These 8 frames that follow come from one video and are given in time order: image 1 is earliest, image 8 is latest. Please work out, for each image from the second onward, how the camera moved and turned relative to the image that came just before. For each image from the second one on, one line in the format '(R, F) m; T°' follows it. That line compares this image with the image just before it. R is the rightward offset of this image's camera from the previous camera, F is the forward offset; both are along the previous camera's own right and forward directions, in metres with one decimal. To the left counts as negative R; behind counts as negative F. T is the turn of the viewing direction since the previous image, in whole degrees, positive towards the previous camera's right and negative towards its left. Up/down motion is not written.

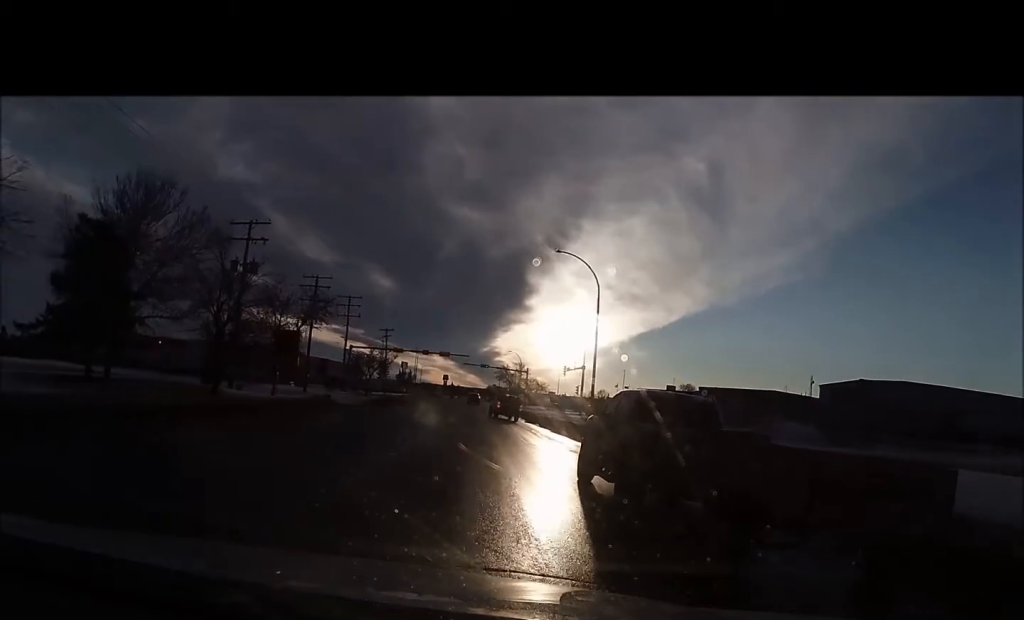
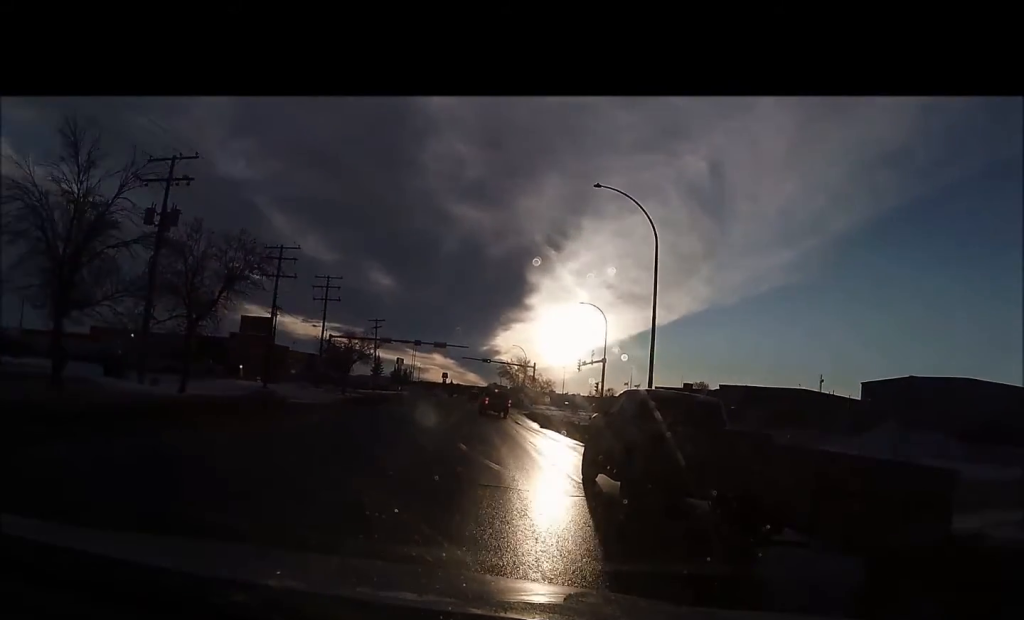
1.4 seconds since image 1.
(+0.3, +13.3) m; -1°
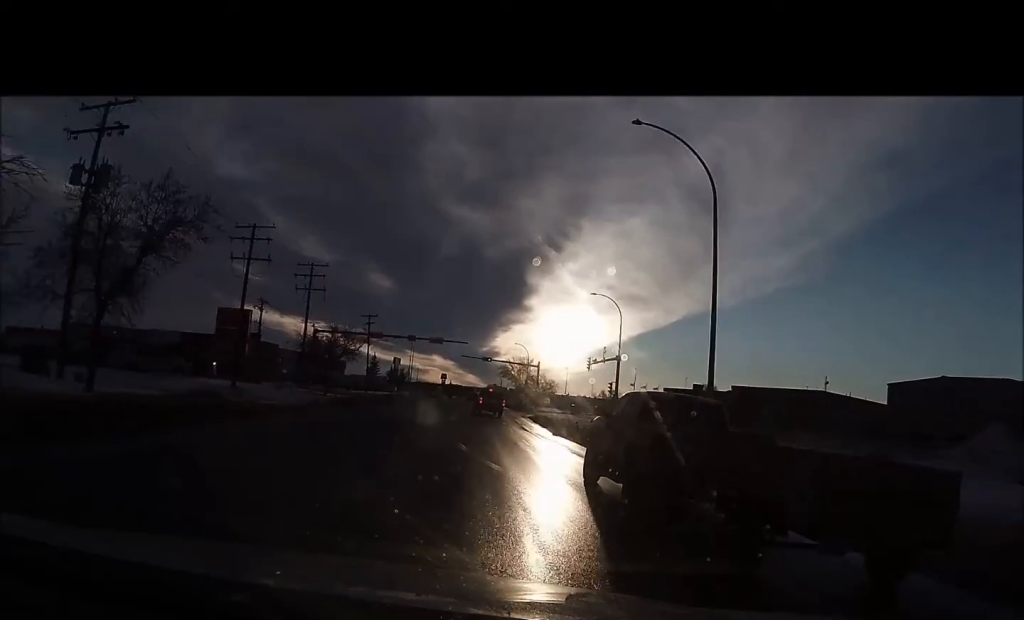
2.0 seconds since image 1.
(-0.3, +6.2) m; -1°
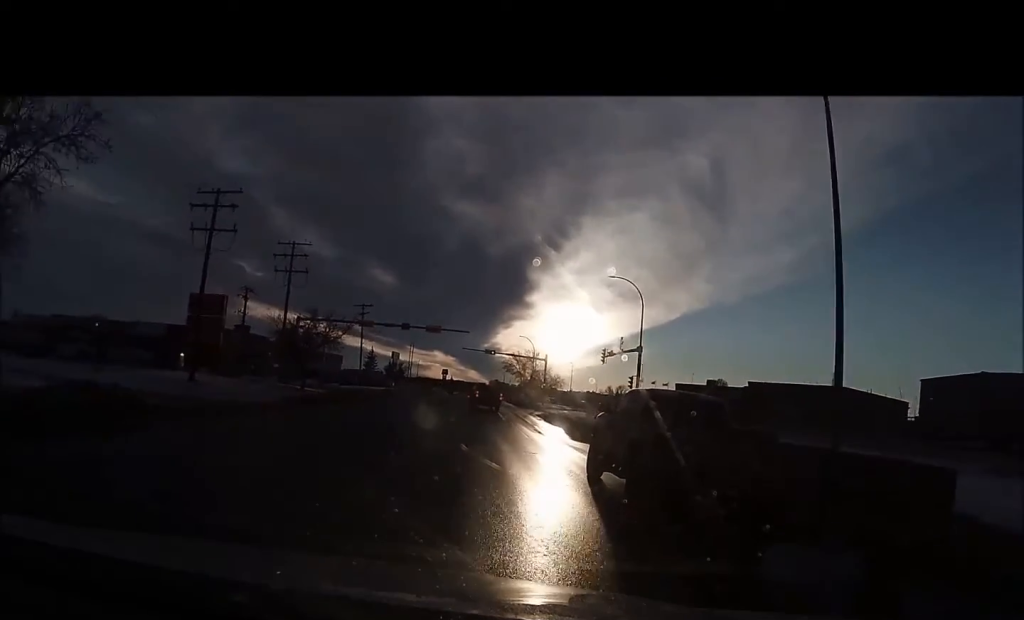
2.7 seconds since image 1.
(+0.2, +7.4) m; 0°
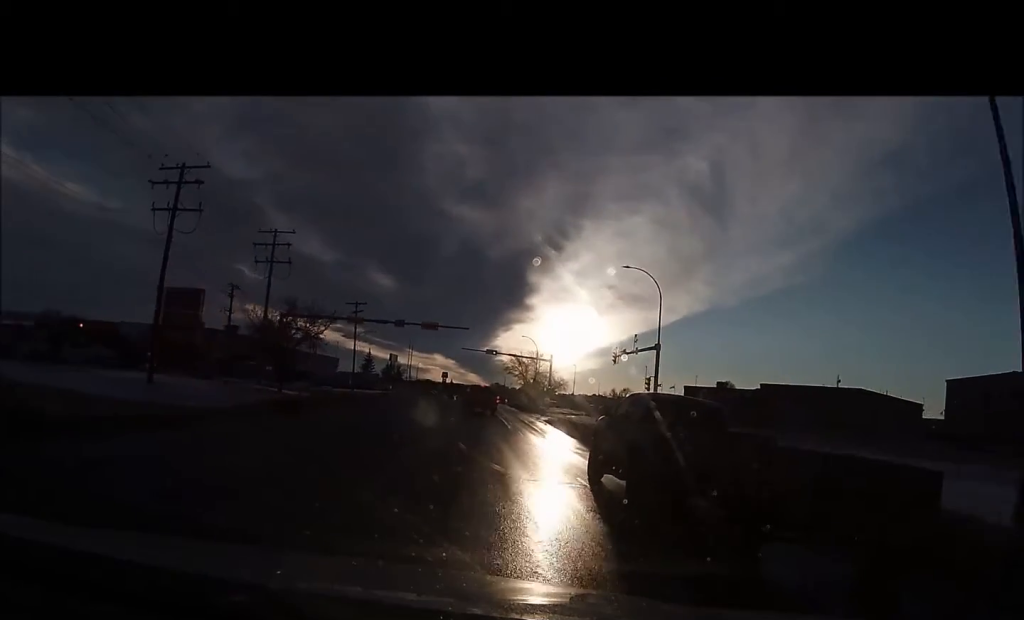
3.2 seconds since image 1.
(0.0, +5.0) m; 0°
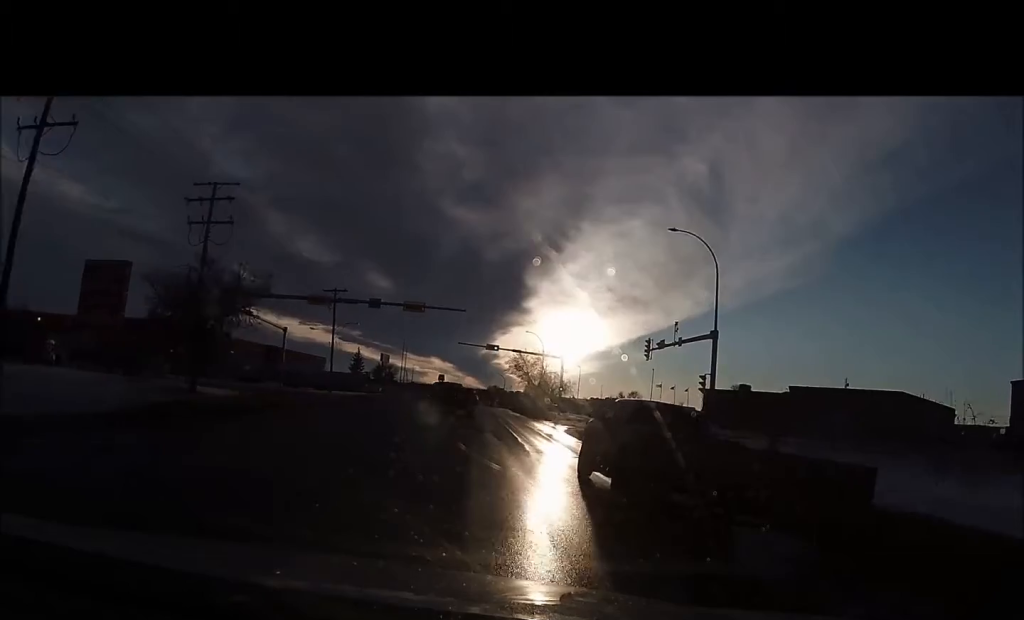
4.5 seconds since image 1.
(+0.1, +12.3) m; +1°
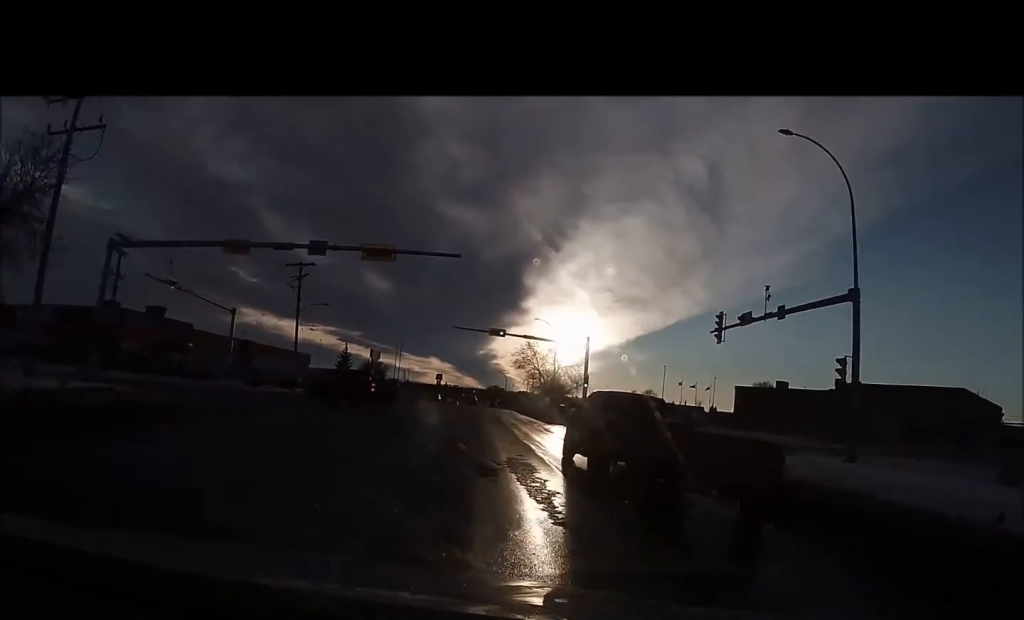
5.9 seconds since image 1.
(-0.3, +14.8) m; -3°
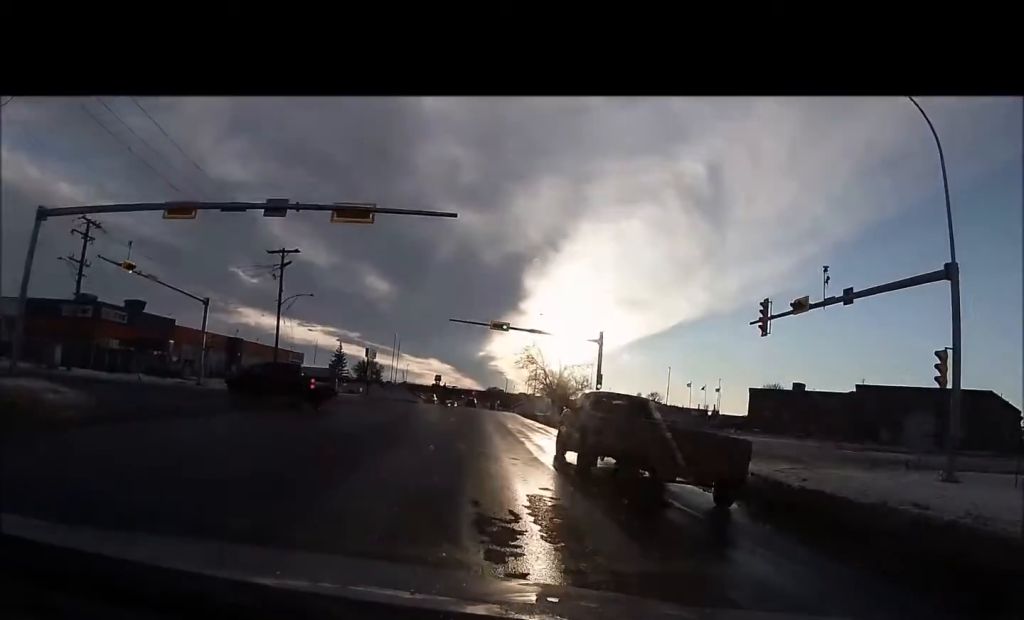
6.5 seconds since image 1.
(0.0, +5.8) m; 0°
